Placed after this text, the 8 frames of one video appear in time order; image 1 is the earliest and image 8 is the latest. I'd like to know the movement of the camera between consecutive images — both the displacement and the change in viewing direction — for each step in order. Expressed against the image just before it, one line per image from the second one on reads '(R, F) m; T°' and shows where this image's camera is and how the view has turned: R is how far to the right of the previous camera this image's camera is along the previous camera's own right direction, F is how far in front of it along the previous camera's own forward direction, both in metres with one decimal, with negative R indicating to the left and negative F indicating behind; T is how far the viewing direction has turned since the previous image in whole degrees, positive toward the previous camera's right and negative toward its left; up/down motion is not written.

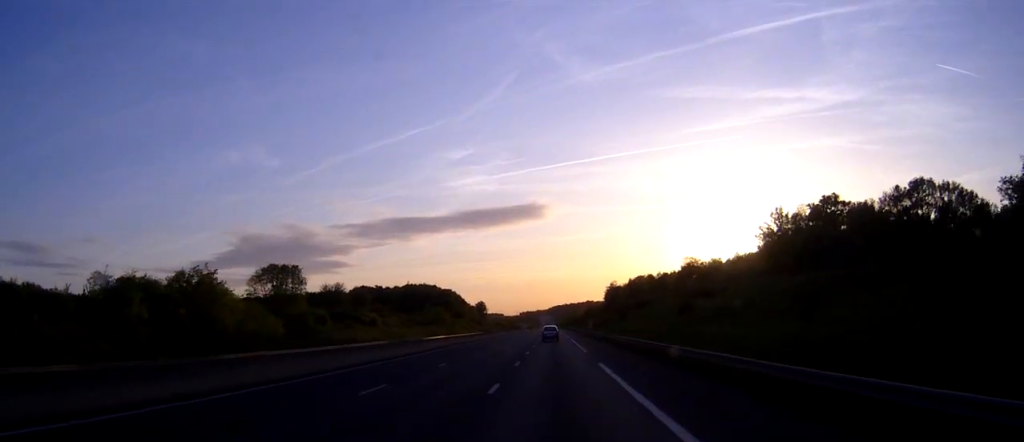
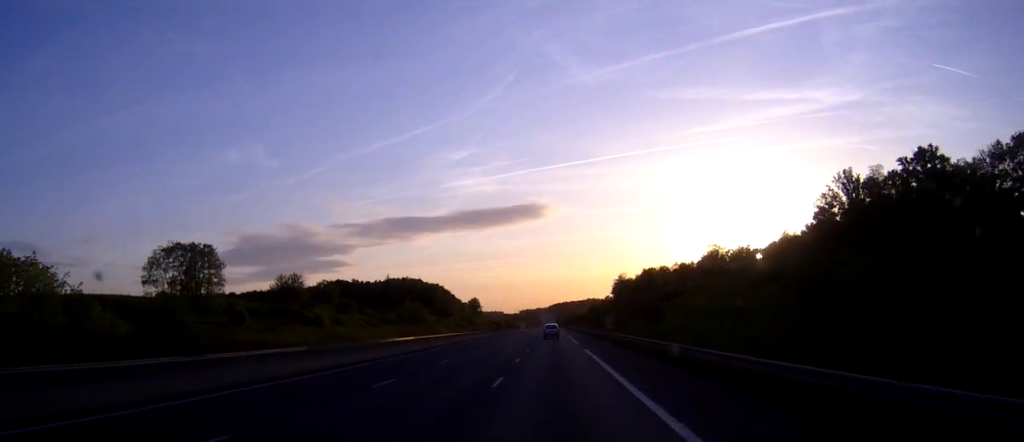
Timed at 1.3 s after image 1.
(0.0, +38.1) m; 0°
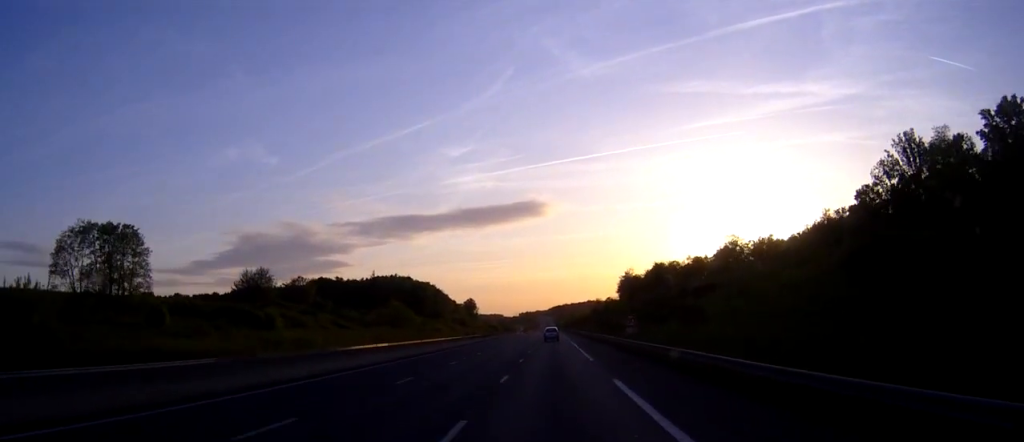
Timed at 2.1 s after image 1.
(0.0, +22.5) m; 0°
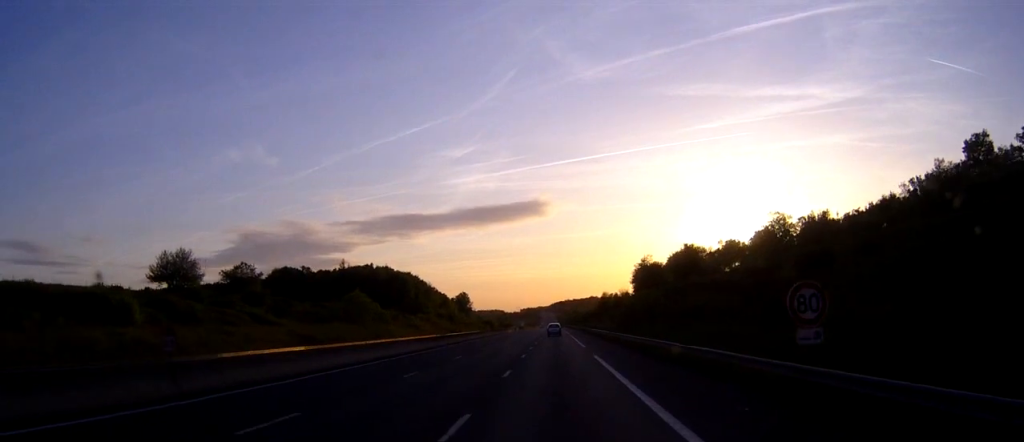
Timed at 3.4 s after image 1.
(0.0, +39.1) m; 0°
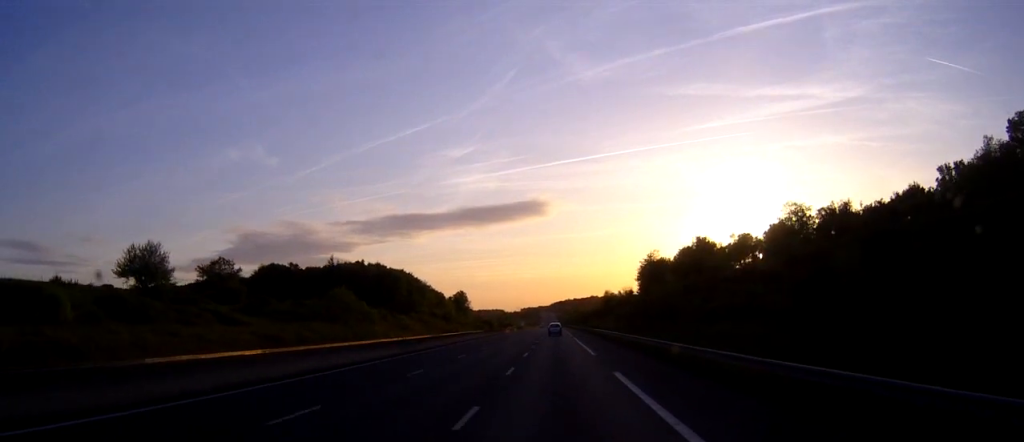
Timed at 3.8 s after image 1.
(0.0, +11.8) m; 0°
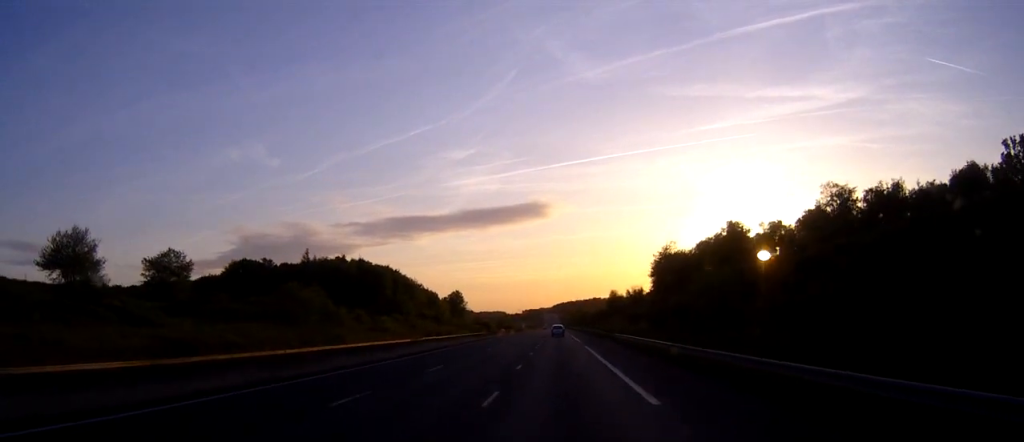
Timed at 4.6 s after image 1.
(-0.1, +22.6) m; 0°
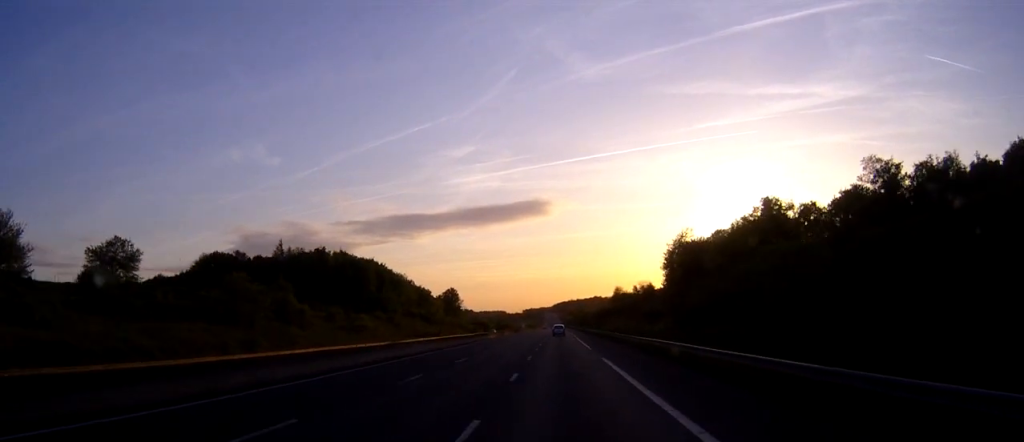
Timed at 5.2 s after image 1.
(+0.2, +18.7) m; 0°
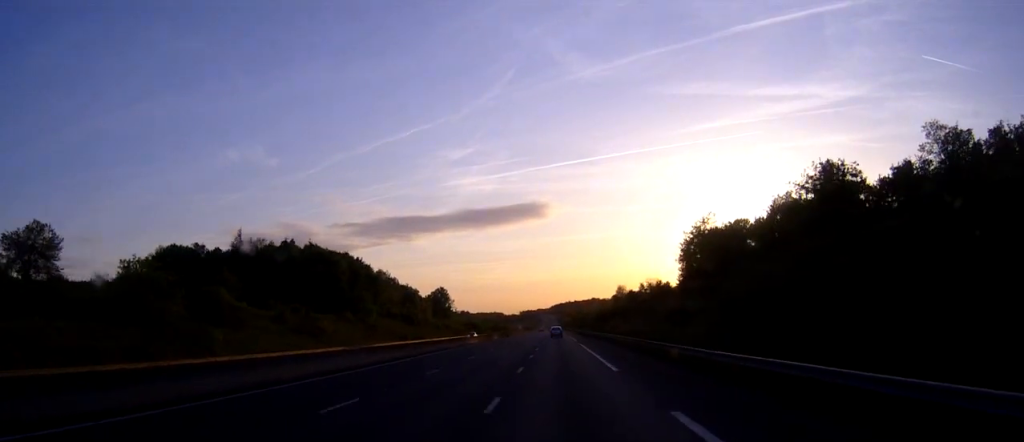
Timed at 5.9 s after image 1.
(0.0, +21.7) m; 0°
